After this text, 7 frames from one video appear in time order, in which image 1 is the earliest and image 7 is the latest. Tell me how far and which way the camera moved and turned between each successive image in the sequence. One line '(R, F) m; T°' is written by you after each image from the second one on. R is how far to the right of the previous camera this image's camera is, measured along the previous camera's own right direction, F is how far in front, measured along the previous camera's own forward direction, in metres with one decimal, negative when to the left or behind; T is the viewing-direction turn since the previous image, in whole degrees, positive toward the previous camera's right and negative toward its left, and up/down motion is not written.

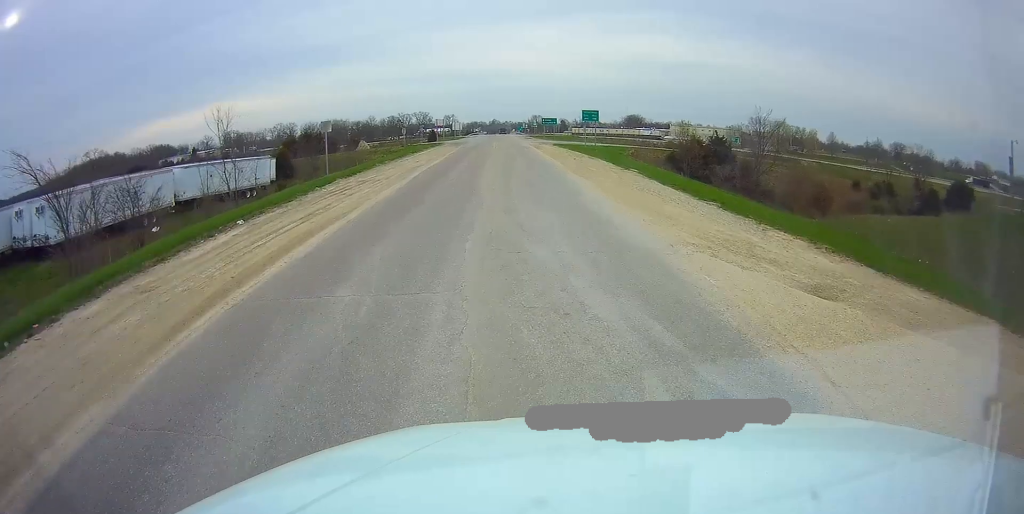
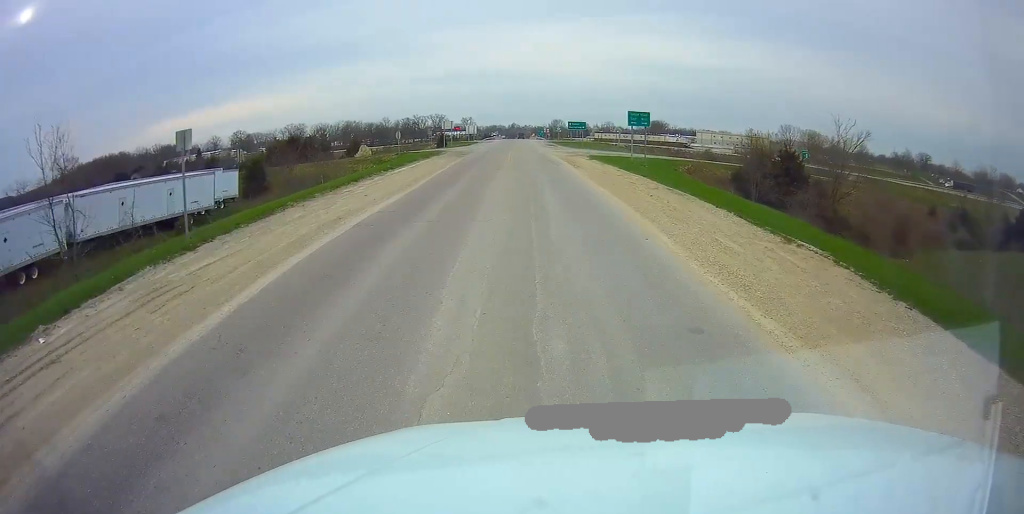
(-1.2, +16.9) m; -3°
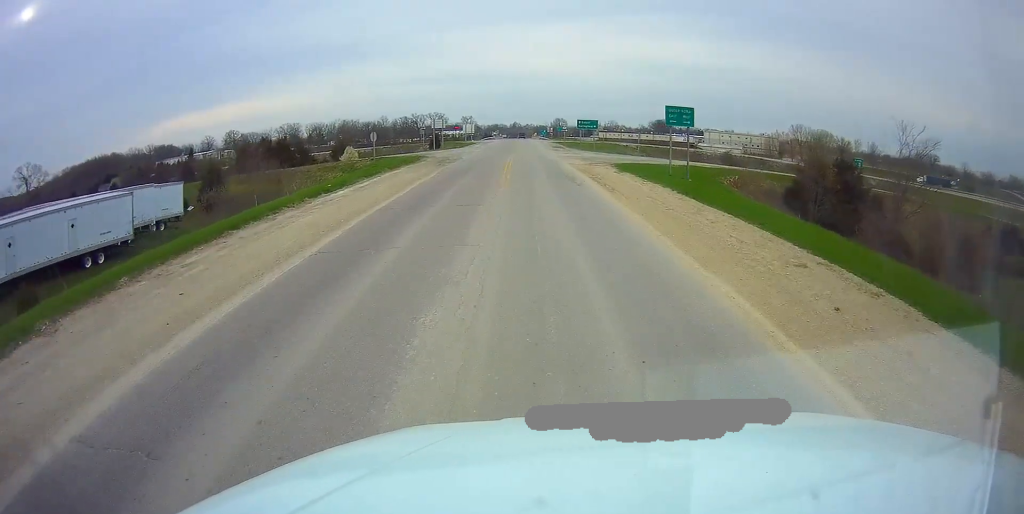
(+0.7, +12.4) m; +3°
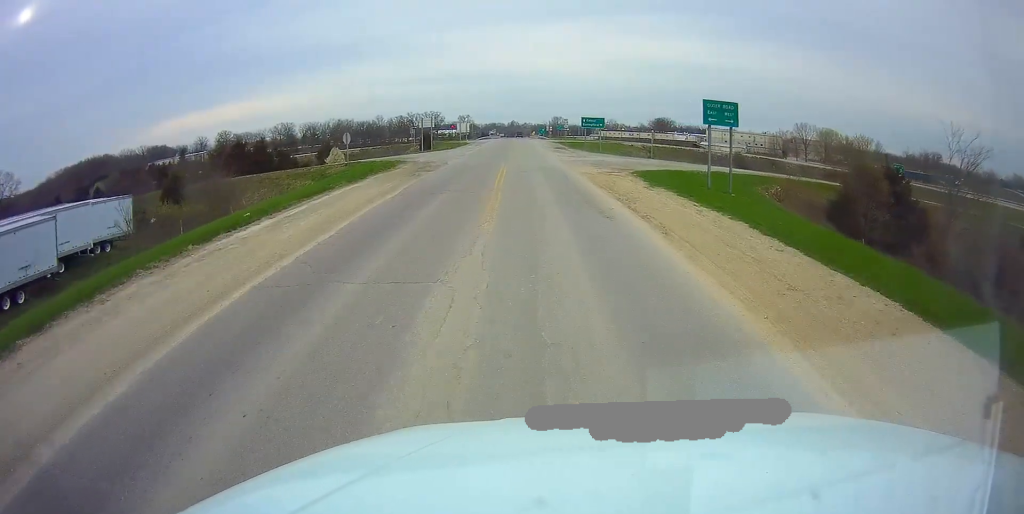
(+0.1, +8.0) m; -1°
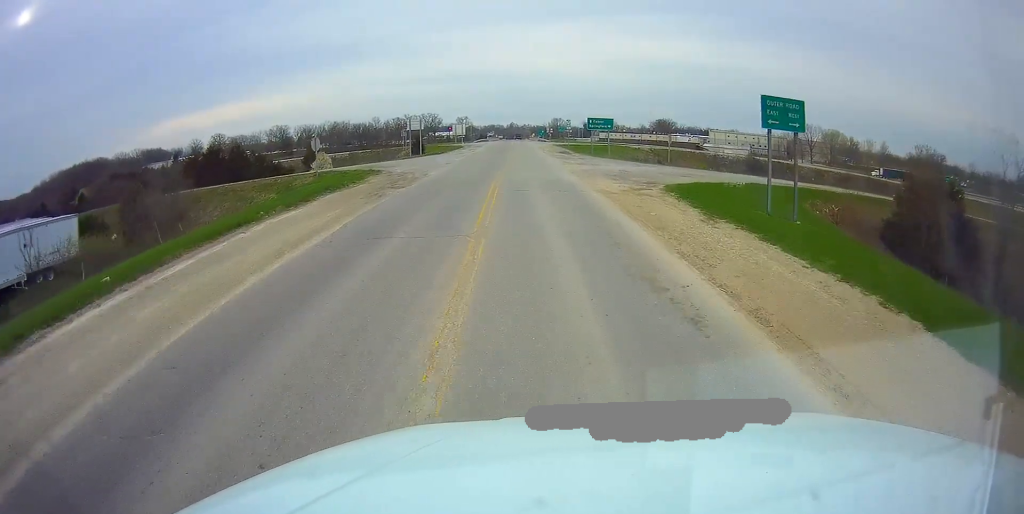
(+0.1, +7.1) m; -1°
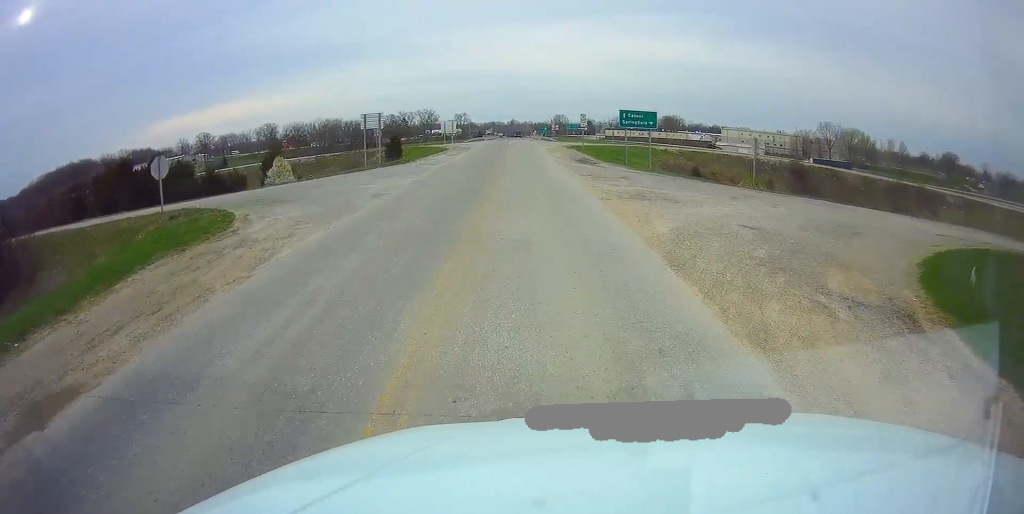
(-0.6, +18.8) m; 0°
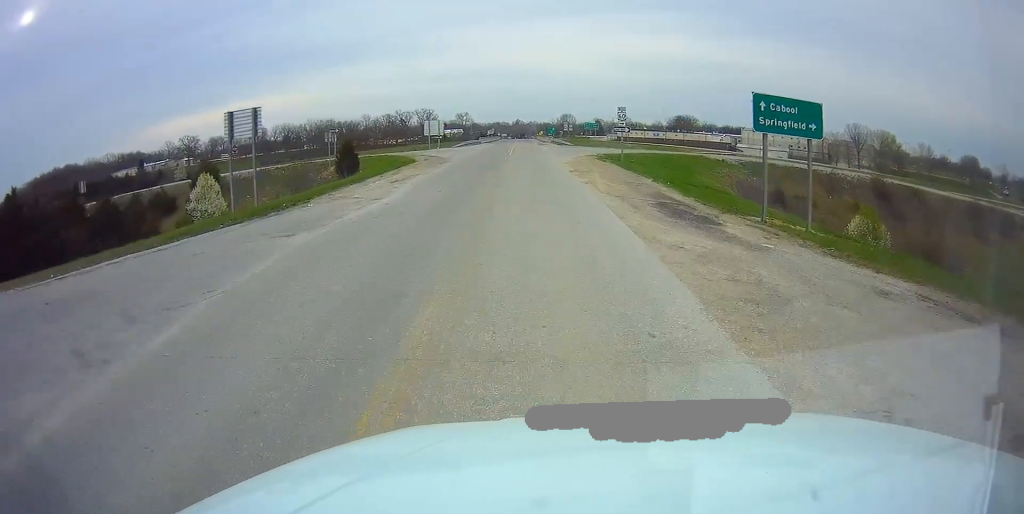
(+0.4, +22.1) m; 0°
